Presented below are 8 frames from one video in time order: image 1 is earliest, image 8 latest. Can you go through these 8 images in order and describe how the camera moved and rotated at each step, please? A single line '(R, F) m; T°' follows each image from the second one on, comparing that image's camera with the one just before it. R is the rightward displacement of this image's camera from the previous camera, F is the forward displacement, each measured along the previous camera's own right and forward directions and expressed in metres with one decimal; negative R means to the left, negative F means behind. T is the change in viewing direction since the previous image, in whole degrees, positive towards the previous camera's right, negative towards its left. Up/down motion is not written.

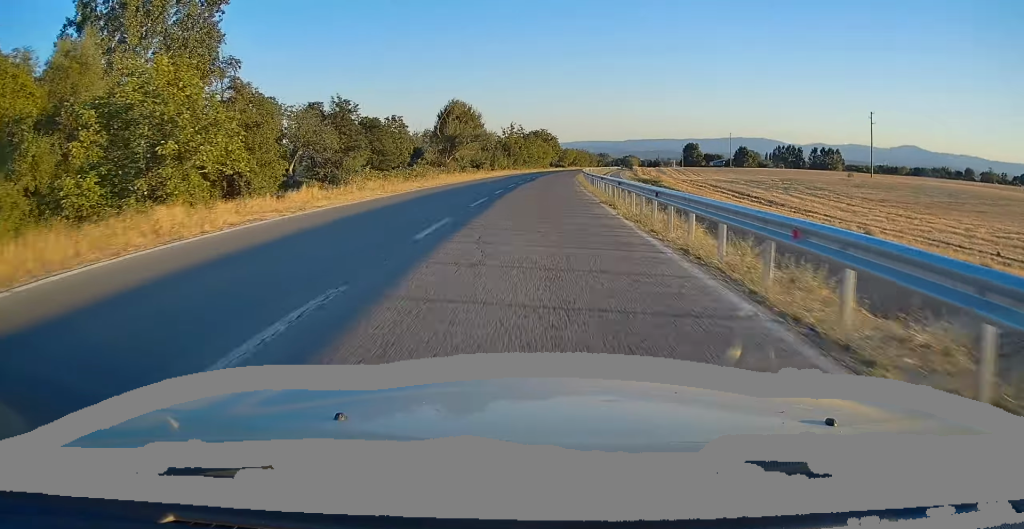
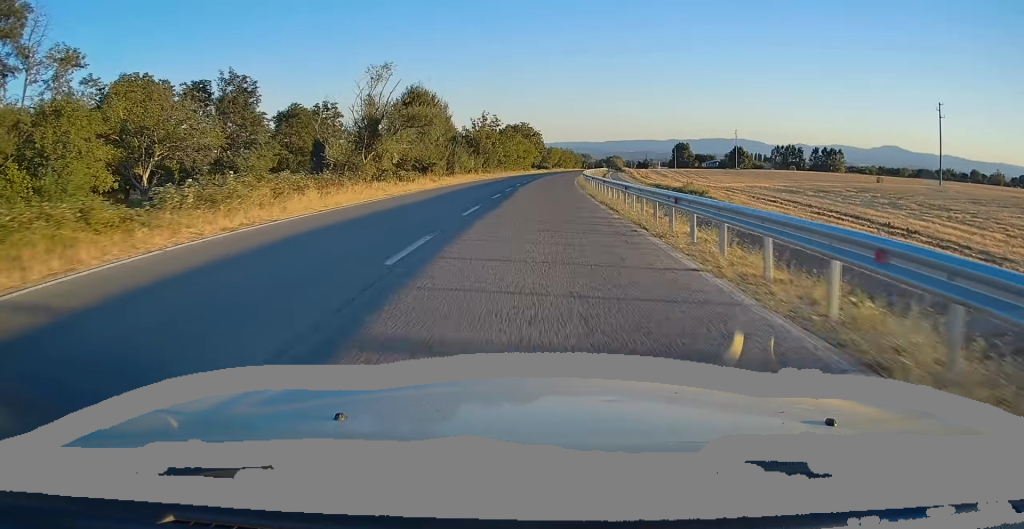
(+0.2, +25.6) m; +1°
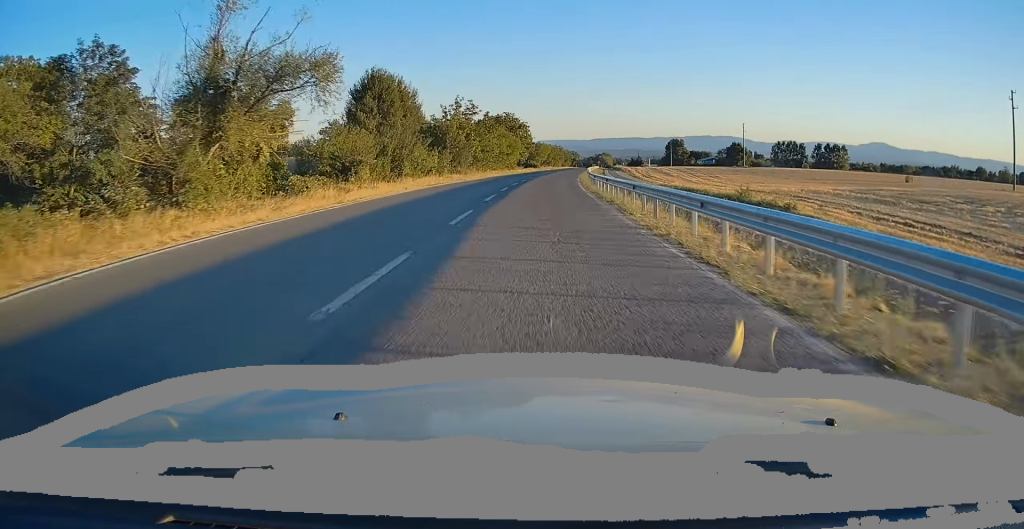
(+0.2, +17.8) m; +1°
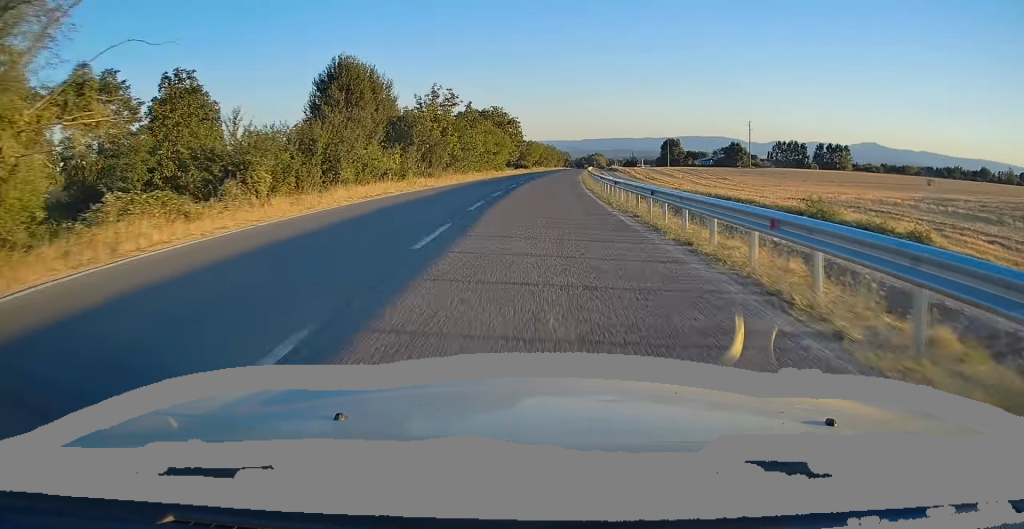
(+0.2, +11.3) m; +1°
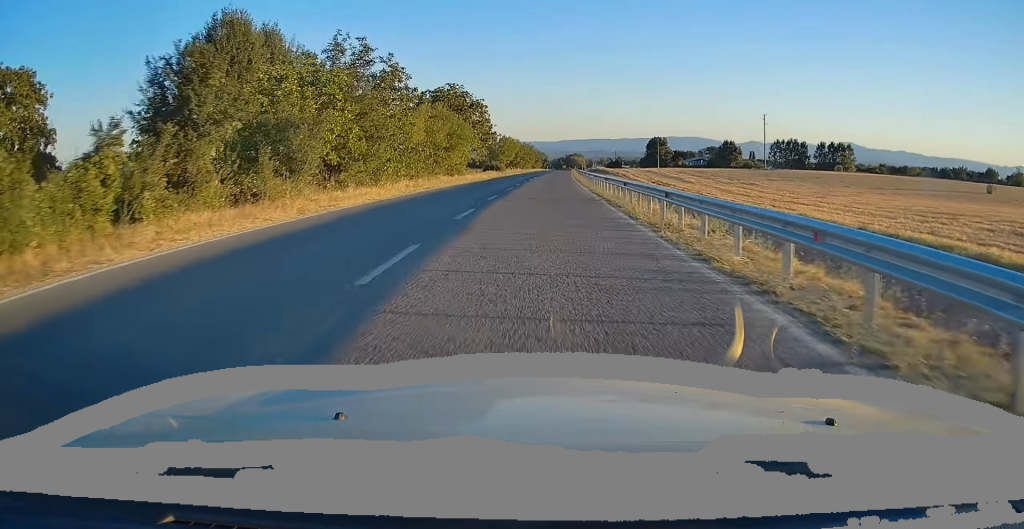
(+0.3, +25.4) m; +1°
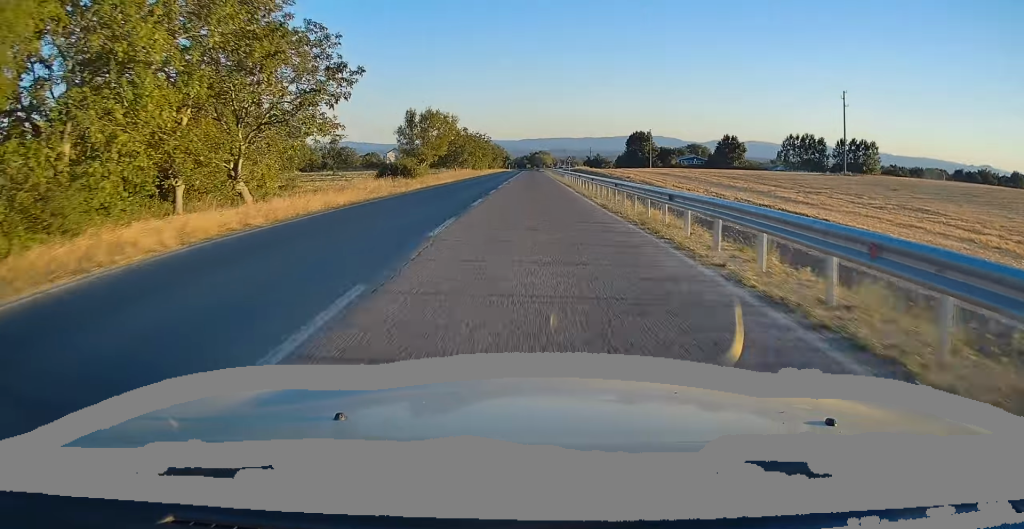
(+1.5, +49.5) m; +4°
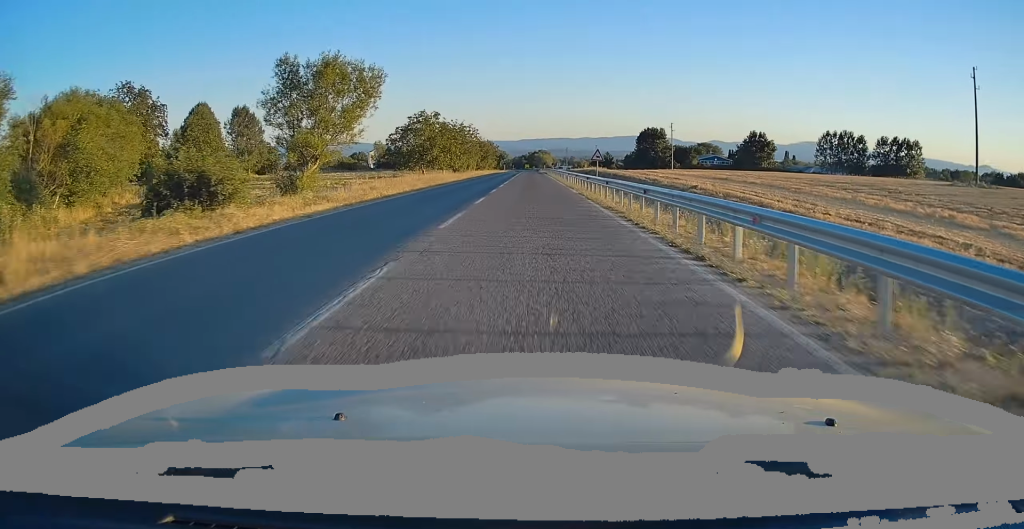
(+0.4, +29.2) m; +1°
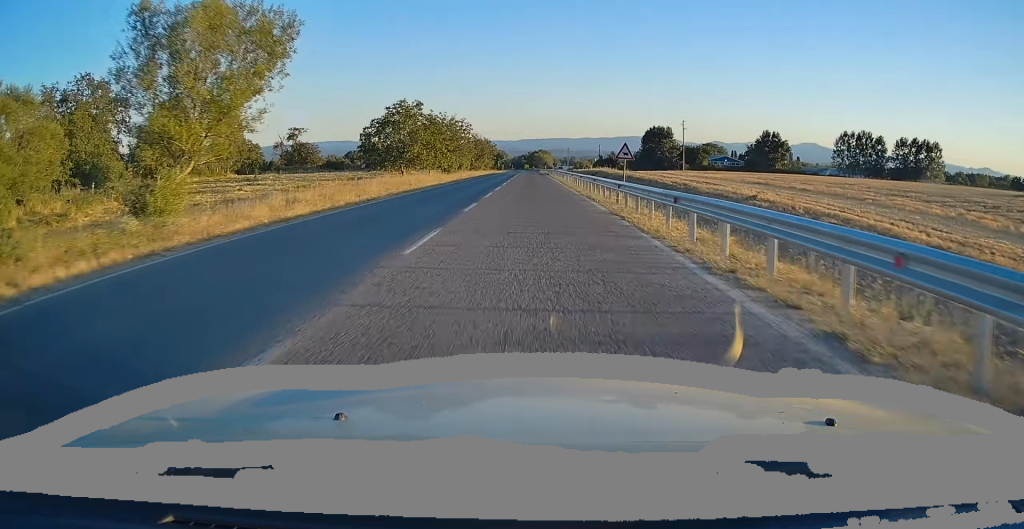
(+0.1, +11.3) m; 0°
